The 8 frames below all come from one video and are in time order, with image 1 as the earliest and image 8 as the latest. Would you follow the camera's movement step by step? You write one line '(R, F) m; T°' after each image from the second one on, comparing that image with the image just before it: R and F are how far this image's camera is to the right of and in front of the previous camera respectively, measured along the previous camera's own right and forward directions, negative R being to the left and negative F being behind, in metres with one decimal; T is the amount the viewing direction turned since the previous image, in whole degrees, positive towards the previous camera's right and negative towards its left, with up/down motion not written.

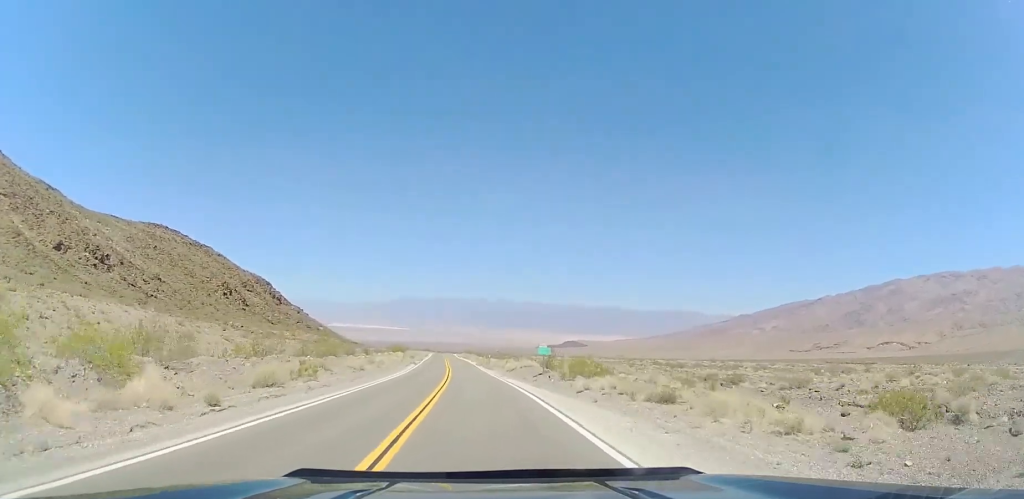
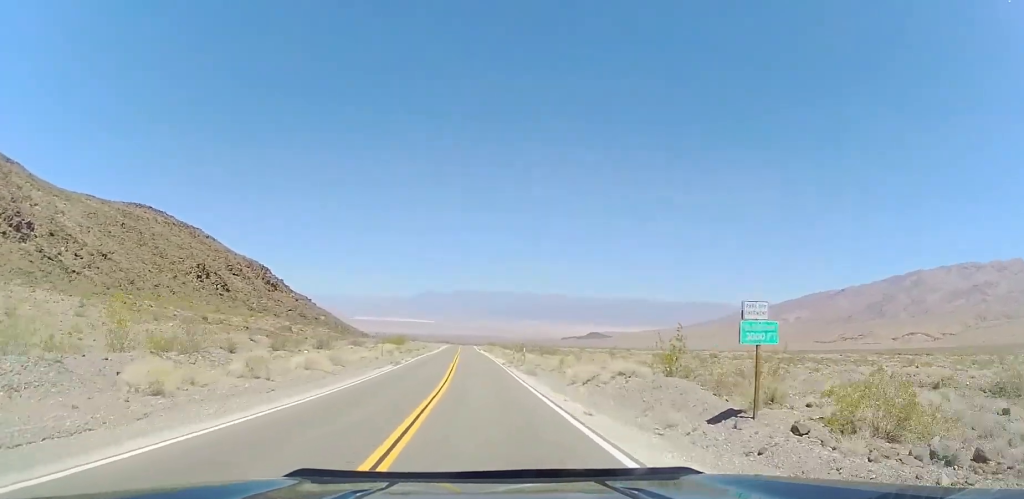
(-0.8, +29.1) m; -2°
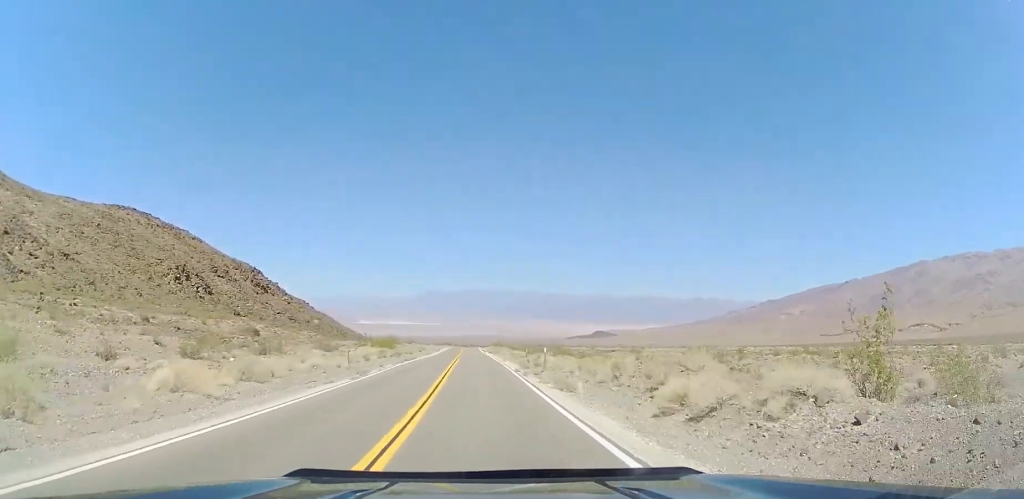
(0.0, +12.6) m; -1°
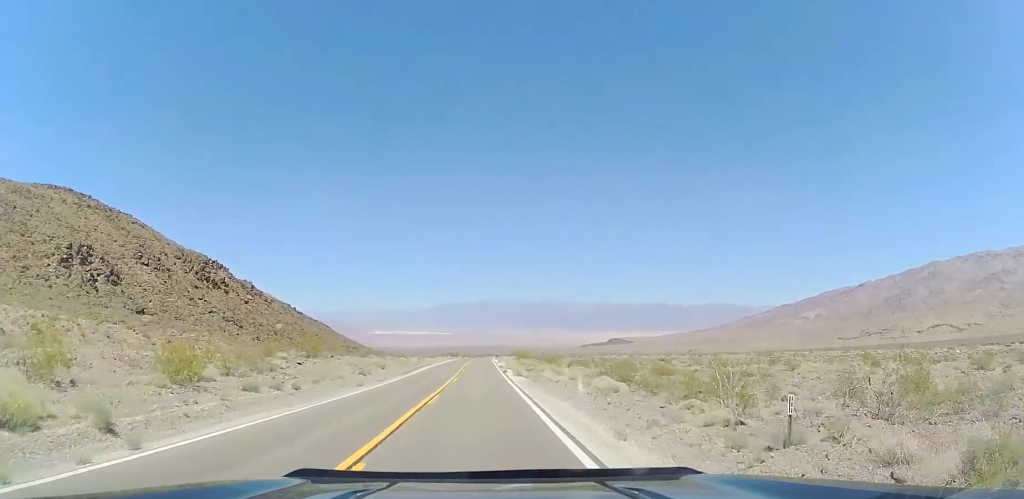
(-0.3, +45.6) m; -1°
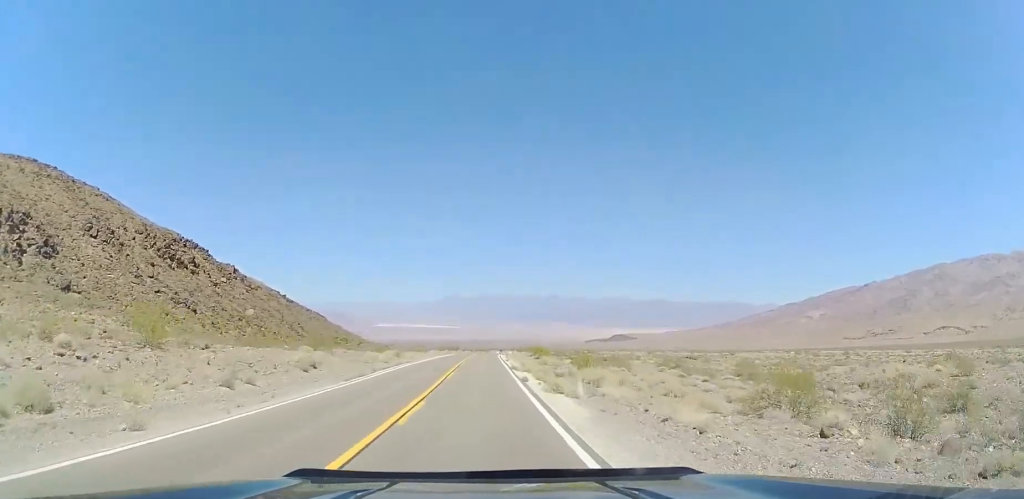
(-0.2, +21.0) m; -1°
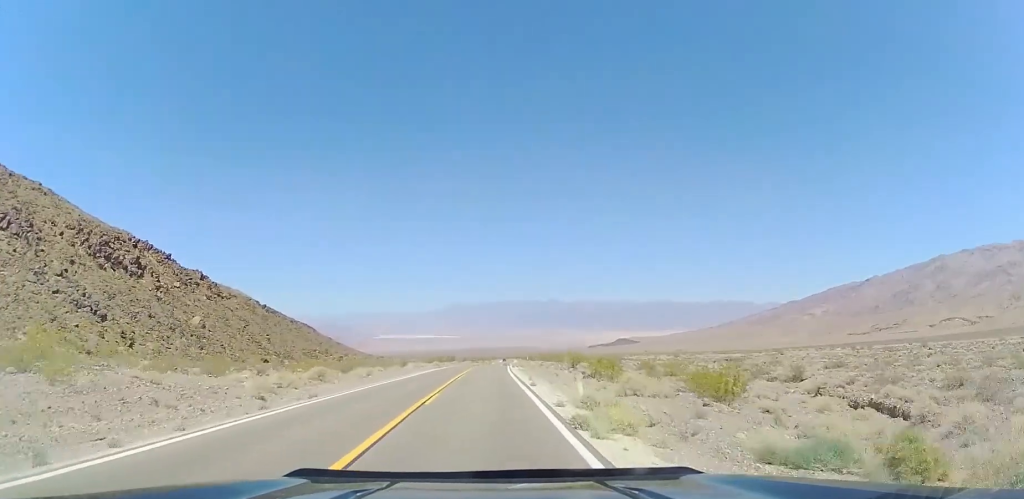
(-0.2, +25.8) m; -1°
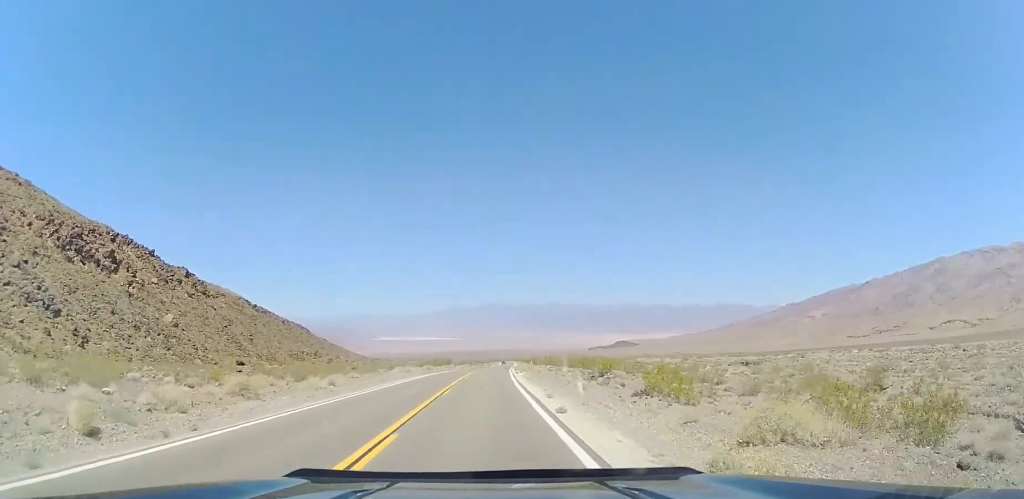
(0.0, +9.5) m; 0°
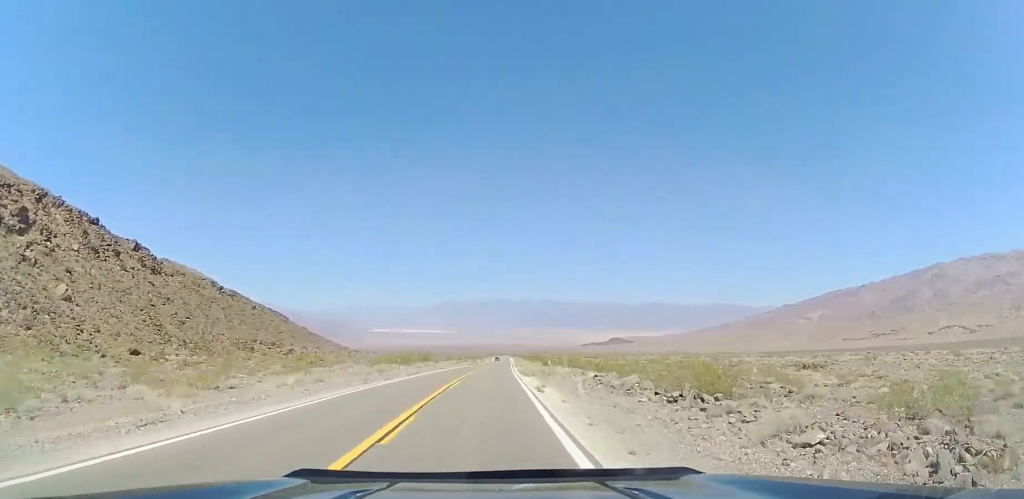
(+0.2, +27.8) m; +1°
